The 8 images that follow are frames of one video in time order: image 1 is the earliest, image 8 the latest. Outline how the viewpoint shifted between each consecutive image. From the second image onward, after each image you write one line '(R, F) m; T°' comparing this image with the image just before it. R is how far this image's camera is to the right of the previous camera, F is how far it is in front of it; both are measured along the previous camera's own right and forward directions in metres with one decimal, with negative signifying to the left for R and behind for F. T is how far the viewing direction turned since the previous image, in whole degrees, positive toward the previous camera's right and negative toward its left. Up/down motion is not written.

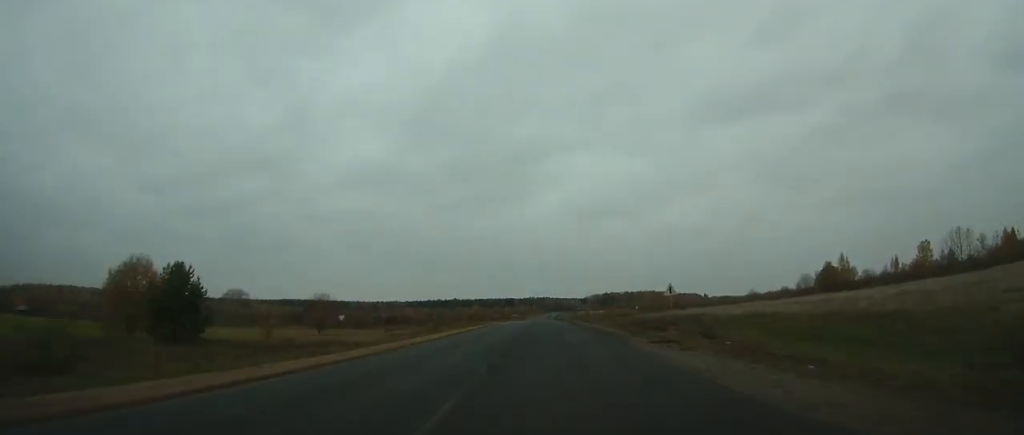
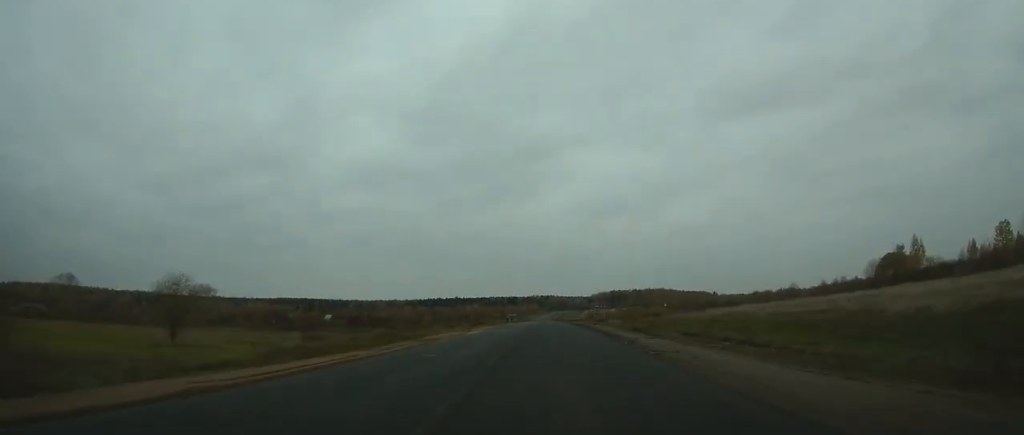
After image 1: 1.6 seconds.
(+0.1, +36.6) m; 0°
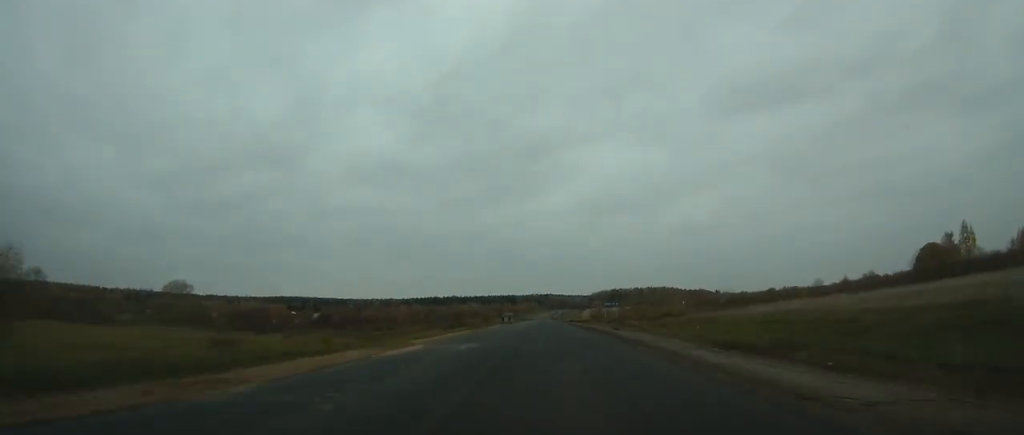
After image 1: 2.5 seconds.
(-0.1, +19.1) m; 0°
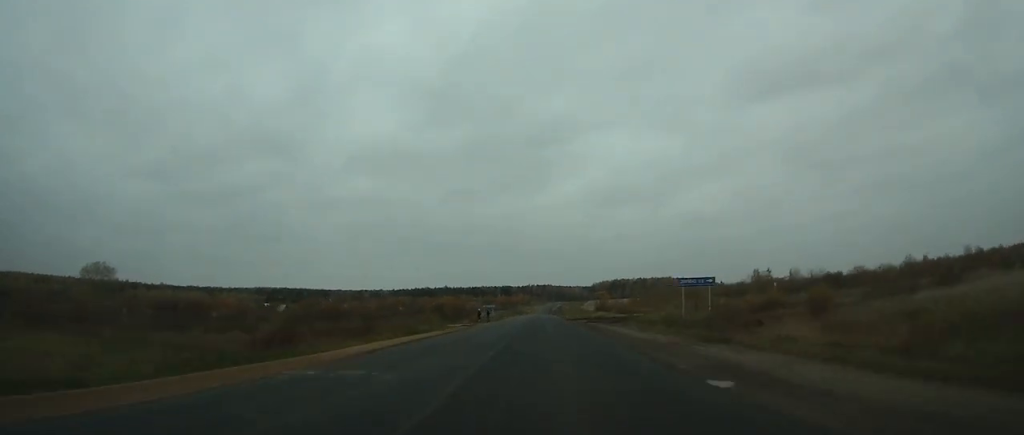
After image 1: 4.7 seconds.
(+0.1, +50.0) m; 0°
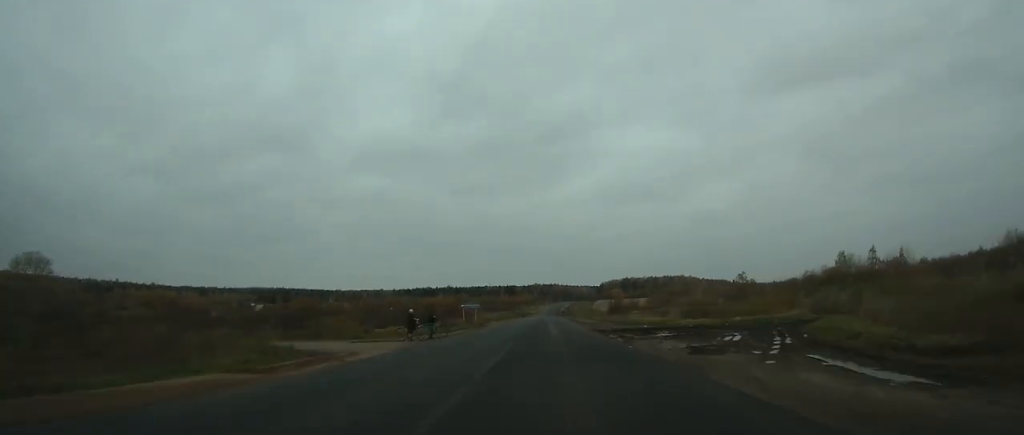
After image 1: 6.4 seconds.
(+0.1, +39.0) m; 0°
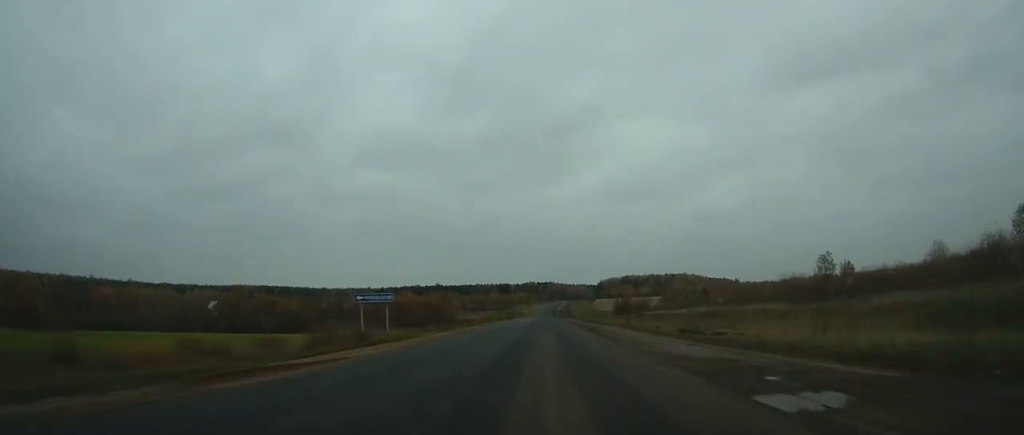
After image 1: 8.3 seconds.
(0.0, +45.6) m; 0°
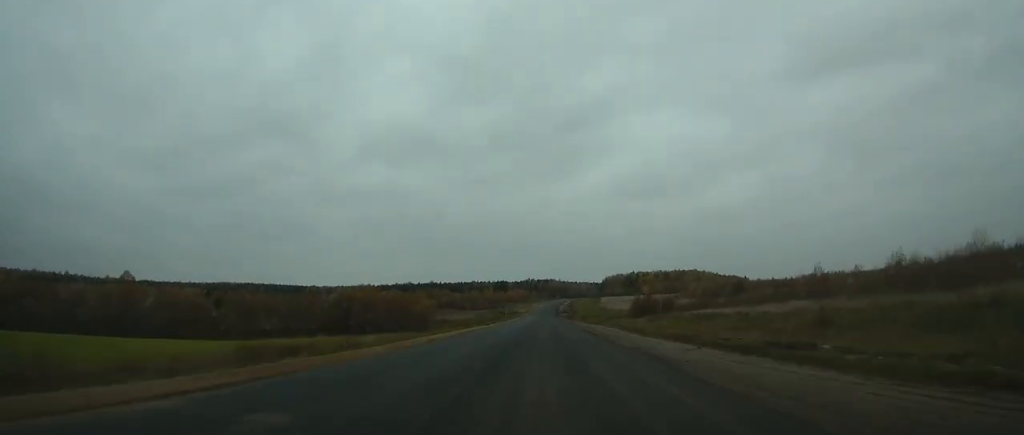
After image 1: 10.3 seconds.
(+0.1, +50.8) m; 0°
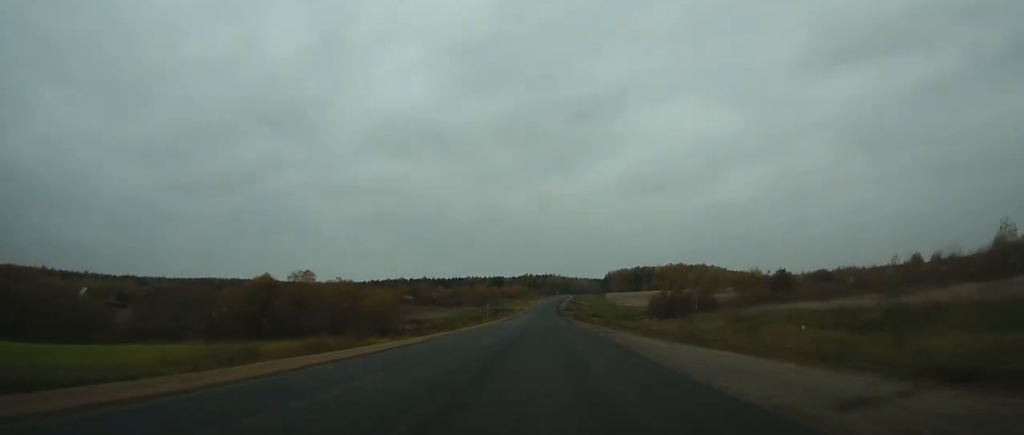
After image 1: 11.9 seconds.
(+0.1, +39.0) m; 0°
